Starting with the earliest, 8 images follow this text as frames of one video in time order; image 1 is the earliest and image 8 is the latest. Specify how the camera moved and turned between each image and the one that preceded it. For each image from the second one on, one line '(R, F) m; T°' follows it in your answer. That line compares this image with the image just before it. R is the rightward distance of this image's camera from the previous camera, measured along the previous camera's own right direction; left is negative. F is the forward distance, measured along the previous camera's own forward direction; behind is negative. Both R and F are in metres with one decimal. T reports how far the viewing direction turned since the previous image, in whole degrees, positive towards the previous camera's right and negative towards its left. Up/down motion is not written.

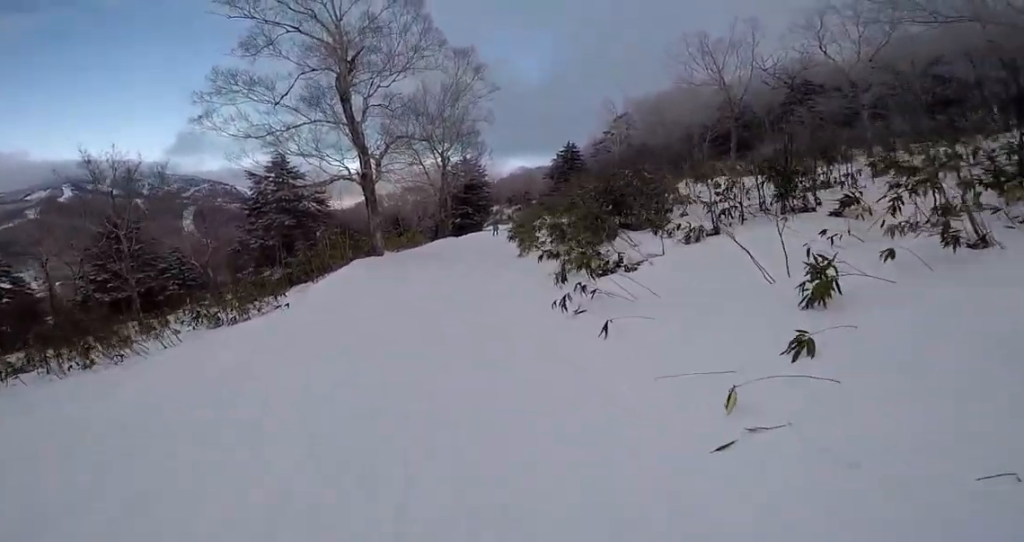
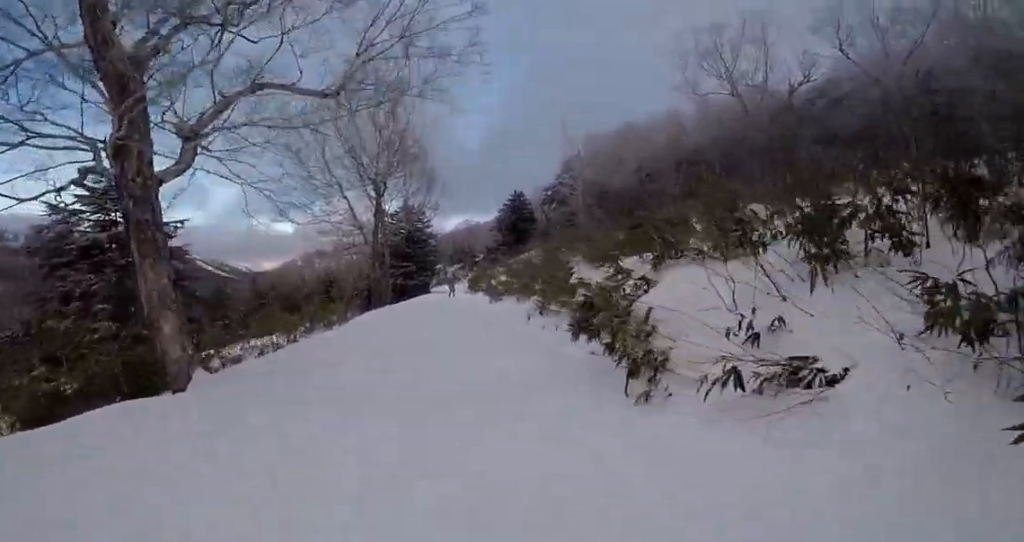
(+0.4, +11.8) m; +10°
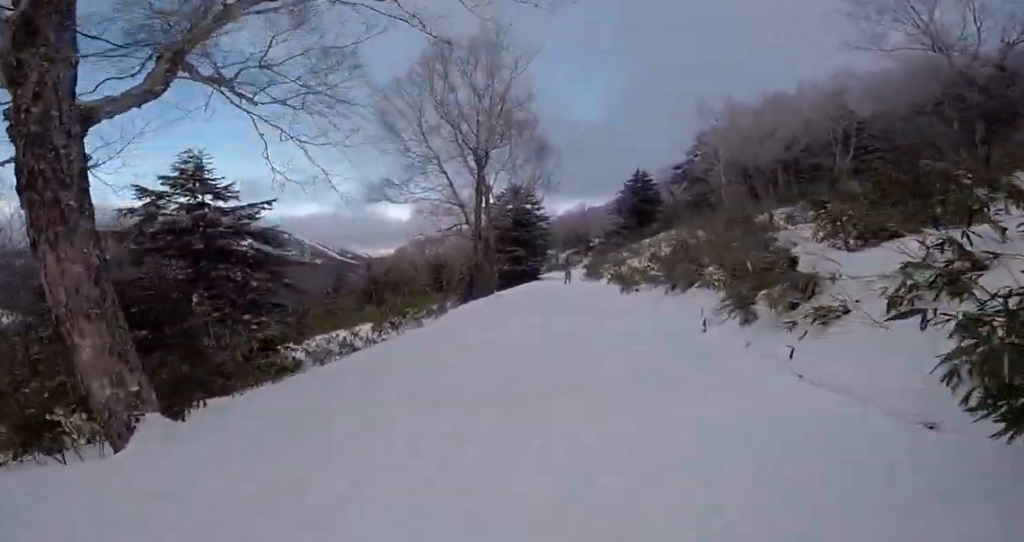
(+0.2, +3.6) m; +3°
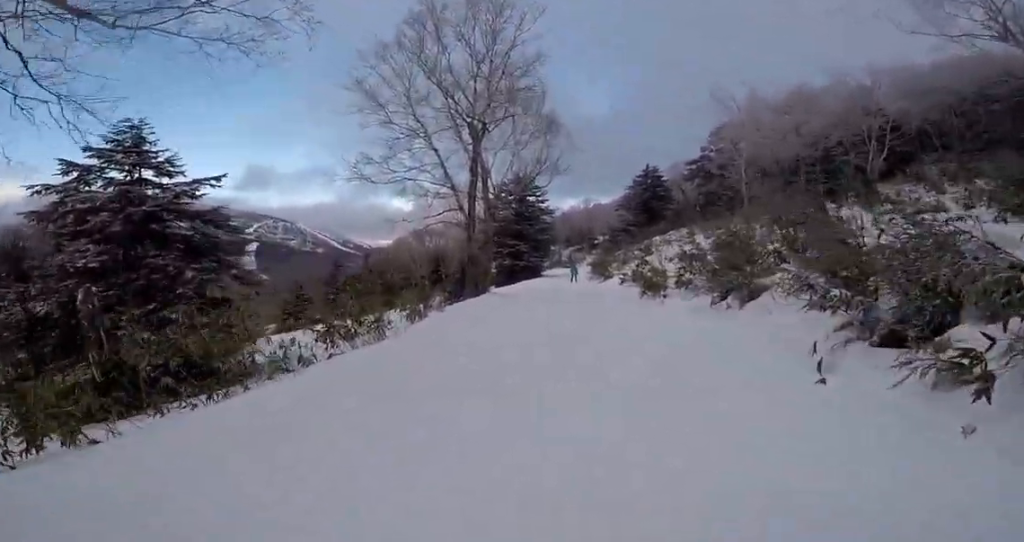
(0.0, +3.5) m; +1°
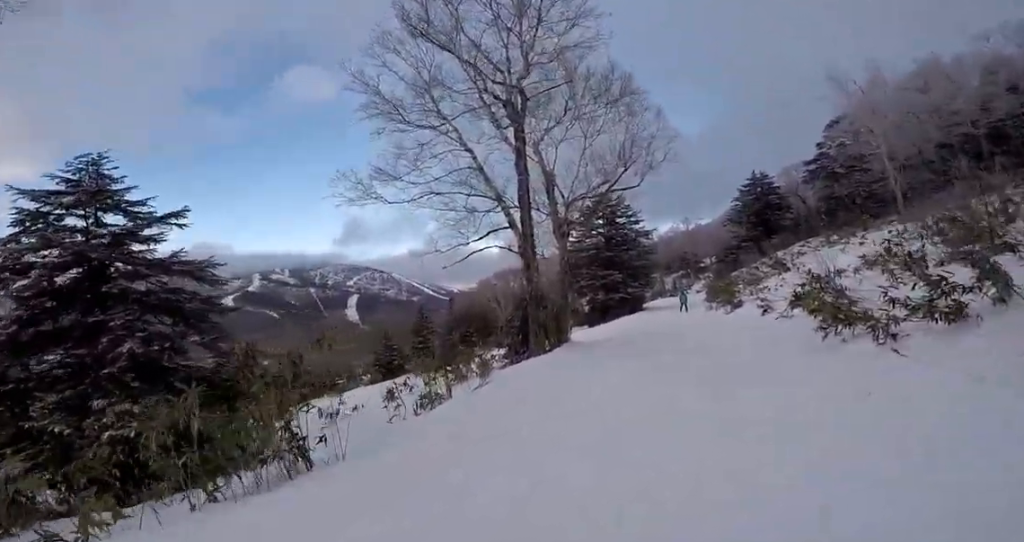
(0.0, +5.8) m; 0°
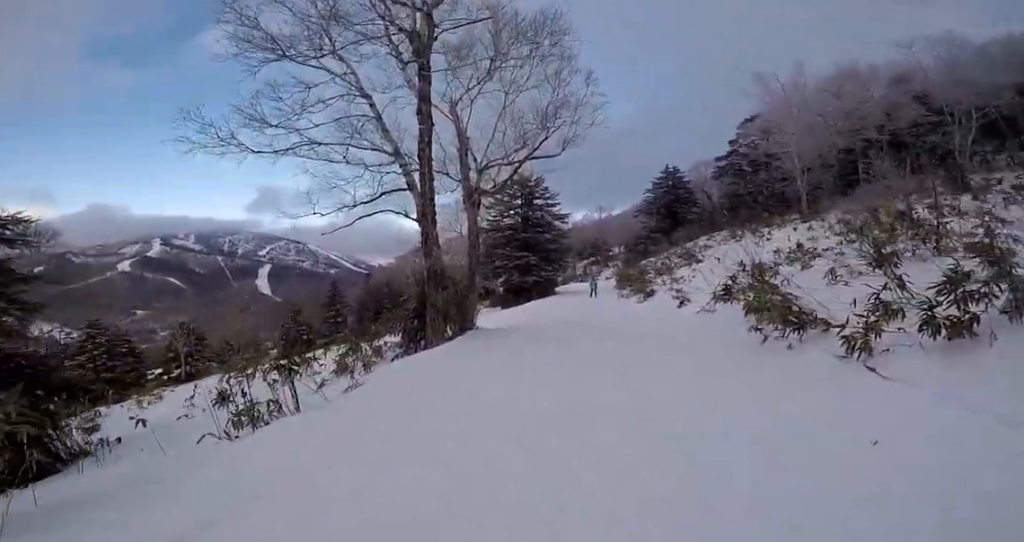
(0.0, +2.4) m; 0°
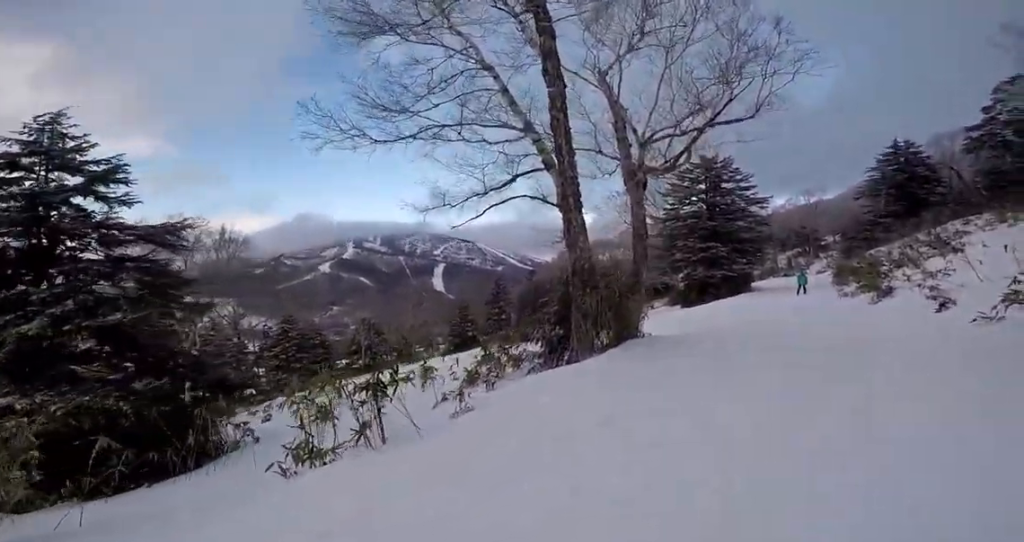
(0.0, +1.9) m; 0°
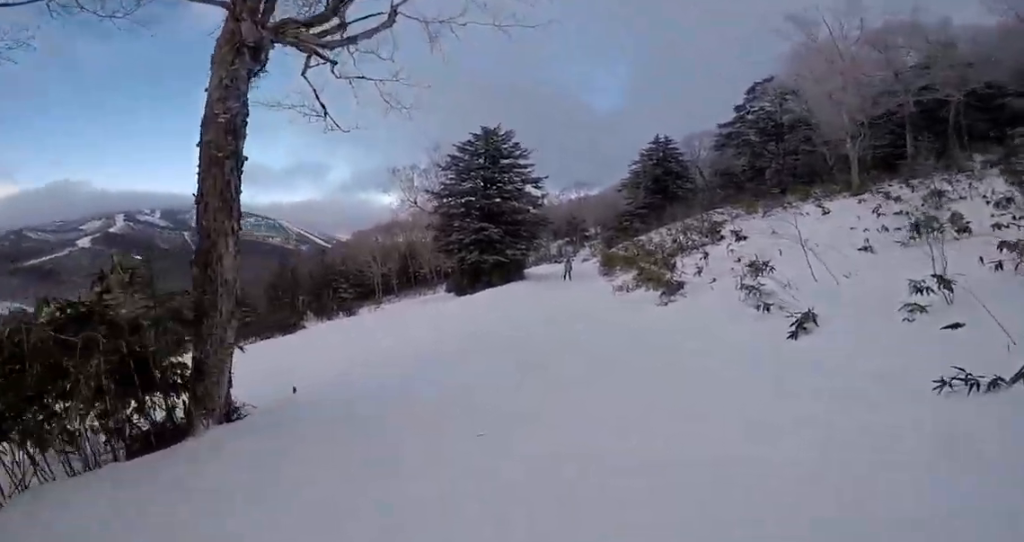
(0.0, +8.2) m; 0°
